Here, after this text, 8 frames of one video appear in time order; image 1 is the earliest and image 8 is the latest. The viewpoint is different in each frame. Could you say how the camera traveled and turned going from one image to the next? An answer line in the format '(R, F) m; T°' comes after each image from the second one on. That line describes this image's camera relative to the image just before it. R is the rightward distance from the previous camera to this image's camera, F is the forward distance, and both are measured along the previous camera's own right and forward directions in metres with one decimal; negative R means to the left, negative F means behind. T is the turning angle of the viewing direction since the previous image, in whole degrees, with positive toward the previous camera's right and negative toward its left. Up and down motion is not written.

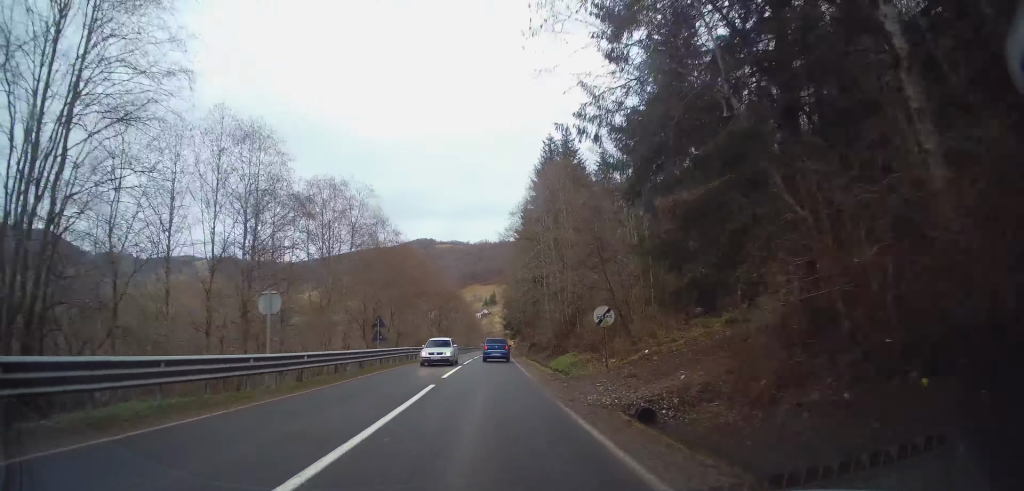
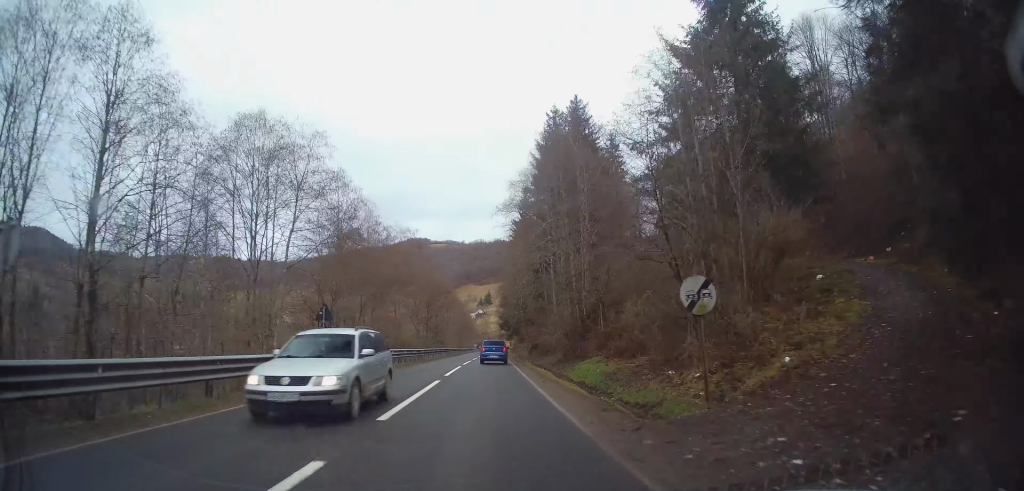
(+0.2, +9.8) m; +1°
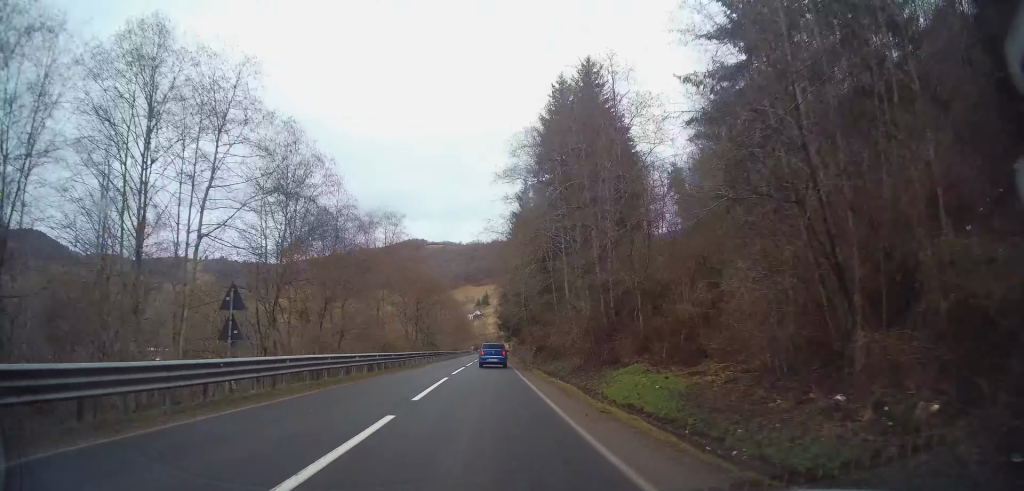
(0.0, +8.0) m; 0°
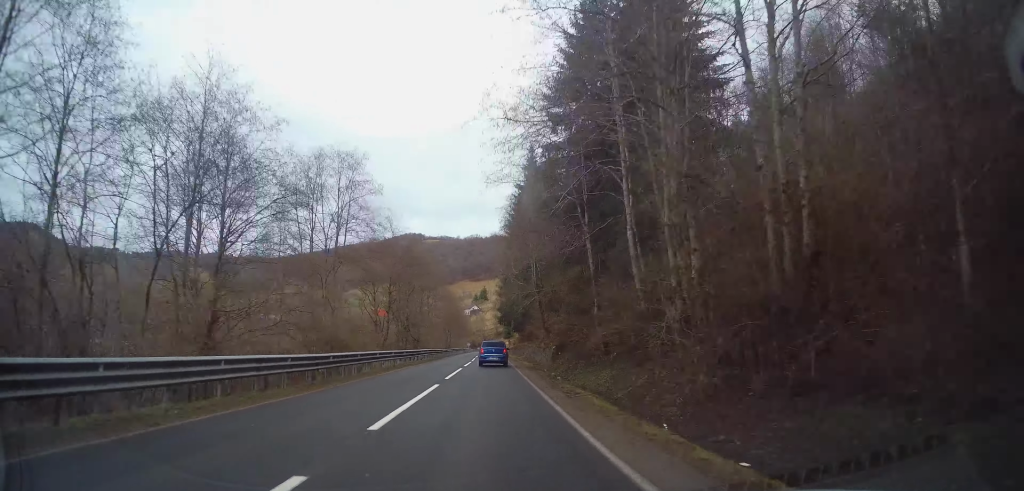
(0.0, +16.0) m; 0°
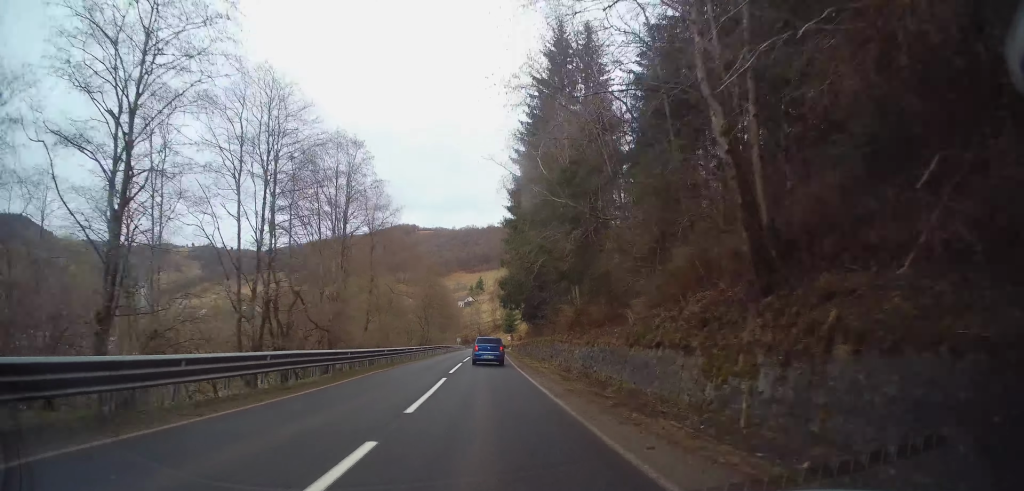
(+0.2, +33.5) m; +1°
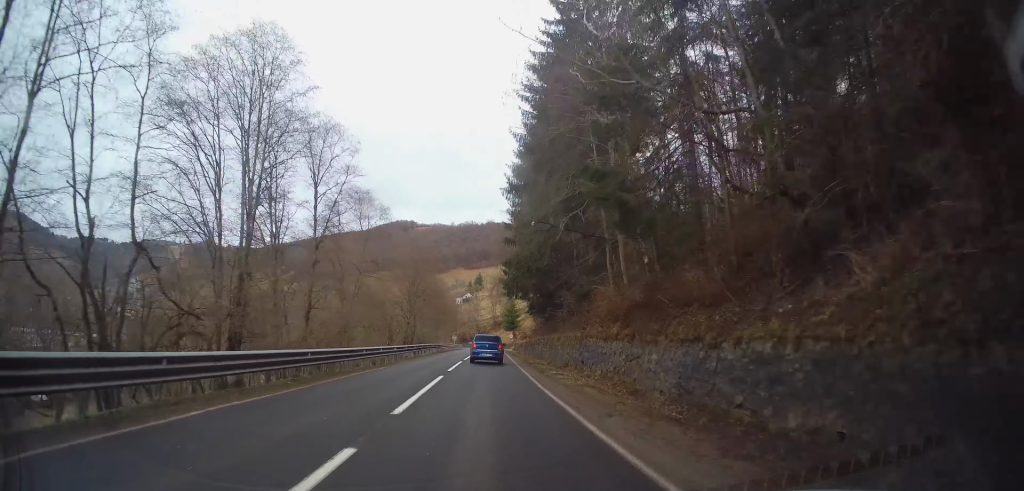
(+0.3, +12.5) m; 0°
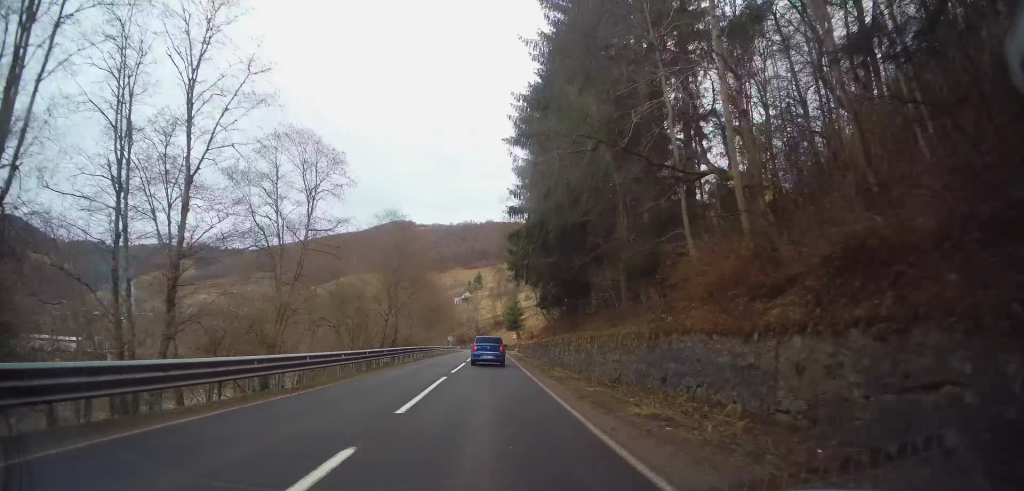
(-0.1, +11.7) m; -1°
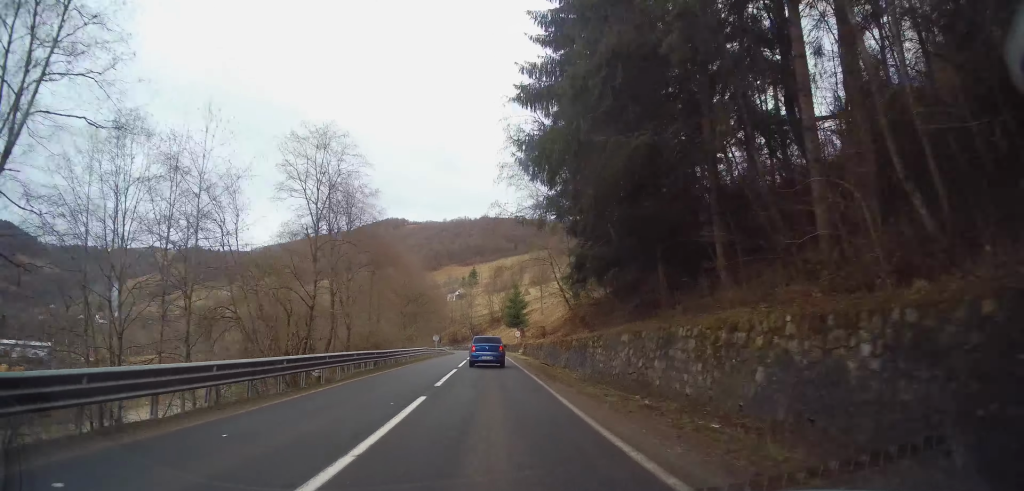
(-0.4, +17.8) m; -1°
